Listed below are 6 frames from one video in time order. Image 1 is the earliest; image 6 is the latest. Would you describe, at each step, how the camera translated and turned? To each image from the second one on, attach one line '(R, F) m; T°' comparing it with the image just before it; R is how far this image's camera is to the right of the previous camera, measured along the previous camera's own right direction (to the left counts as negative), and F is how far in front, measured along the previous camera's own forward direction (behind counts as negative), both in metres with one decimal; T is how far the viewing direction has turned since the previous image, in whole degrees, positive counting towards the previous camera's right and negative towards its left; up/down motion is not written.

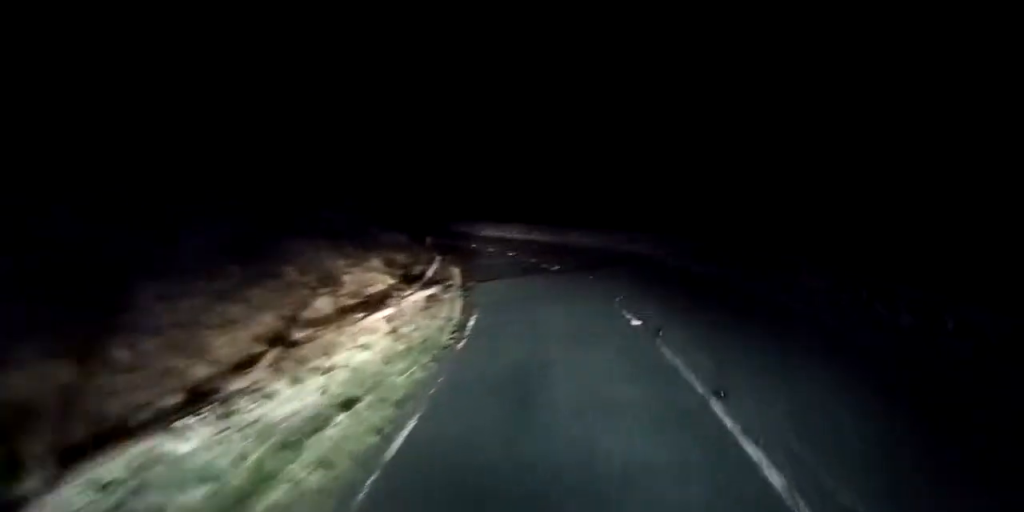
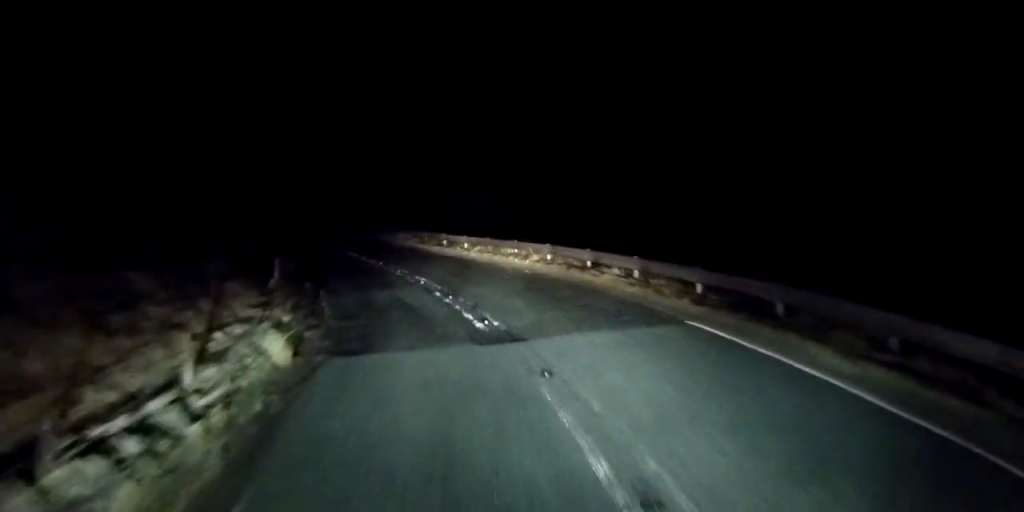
(0.0, +10.9) m; -5°
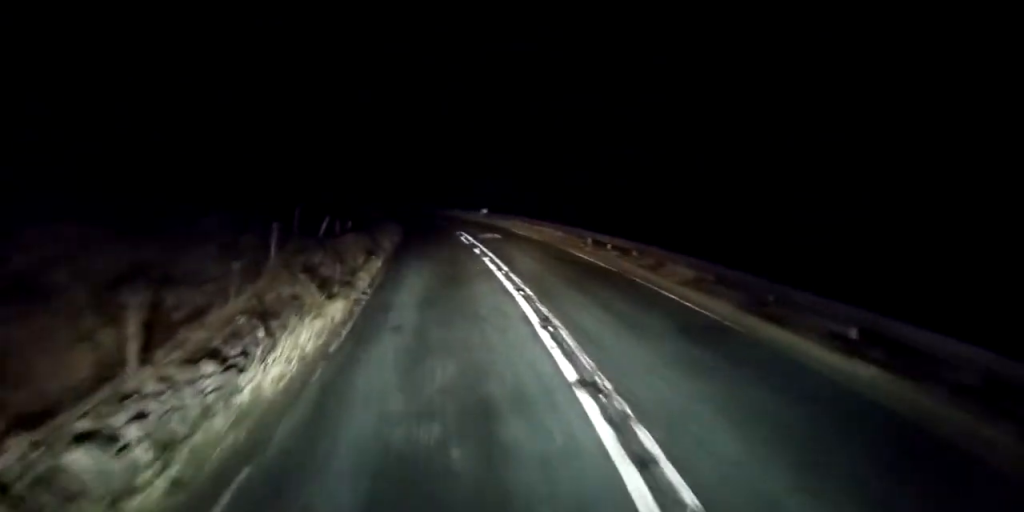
(-4.6, +24.2) m; -18°
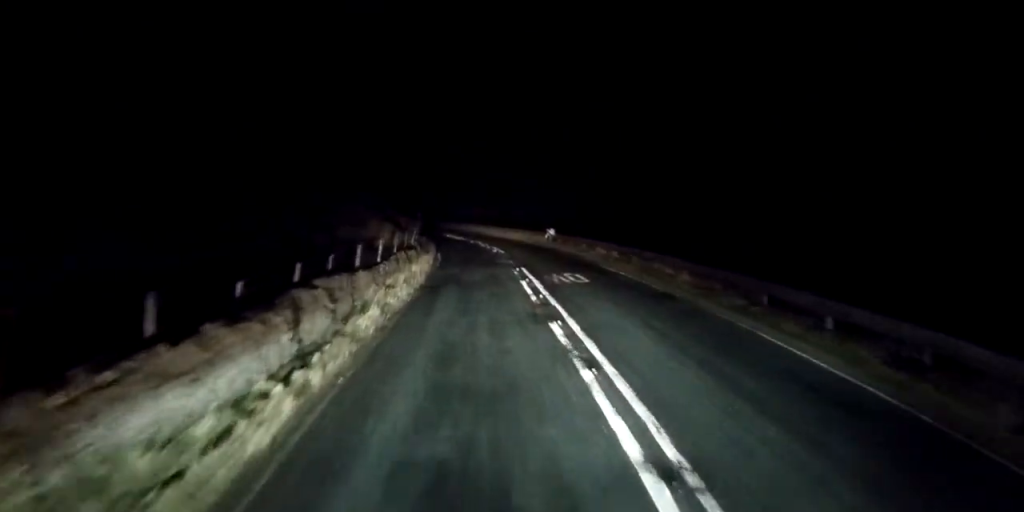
(-0.4, +14.2) m; -1°
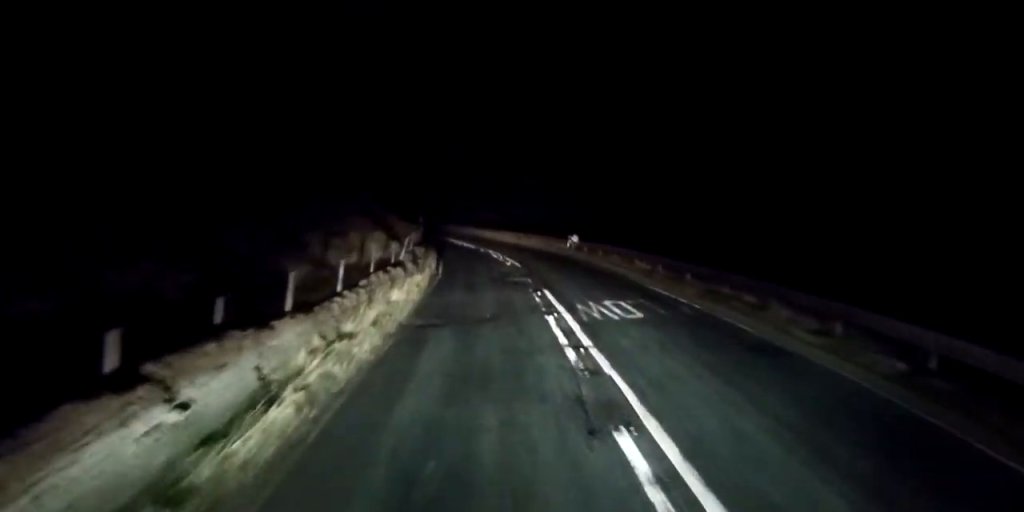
(0.0, +6.5) m; 0°
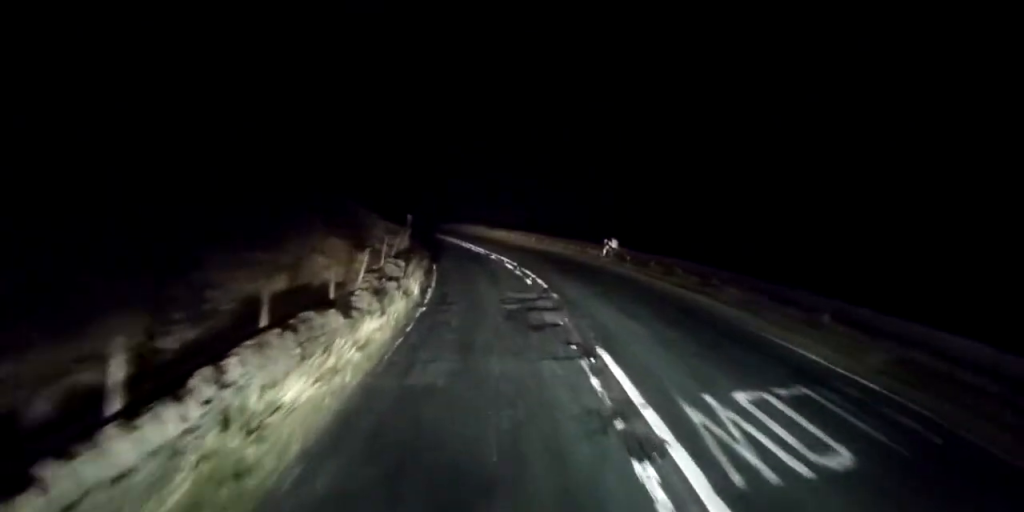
(0.0, +8.9) m; 0°
